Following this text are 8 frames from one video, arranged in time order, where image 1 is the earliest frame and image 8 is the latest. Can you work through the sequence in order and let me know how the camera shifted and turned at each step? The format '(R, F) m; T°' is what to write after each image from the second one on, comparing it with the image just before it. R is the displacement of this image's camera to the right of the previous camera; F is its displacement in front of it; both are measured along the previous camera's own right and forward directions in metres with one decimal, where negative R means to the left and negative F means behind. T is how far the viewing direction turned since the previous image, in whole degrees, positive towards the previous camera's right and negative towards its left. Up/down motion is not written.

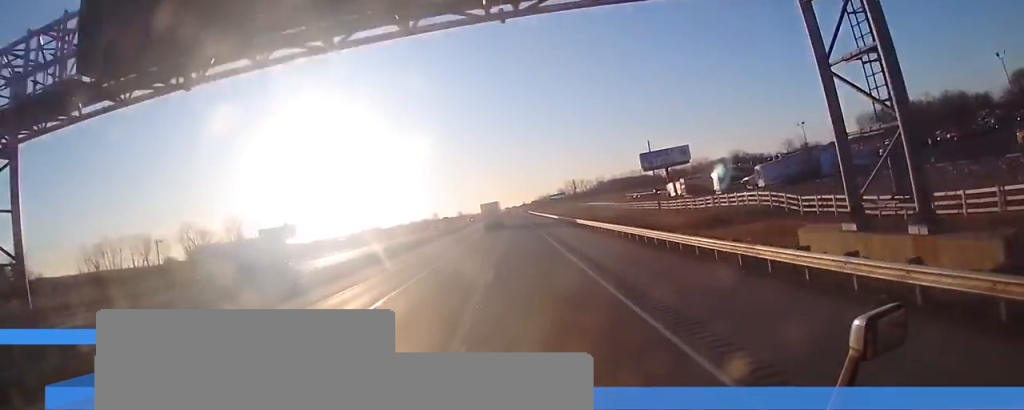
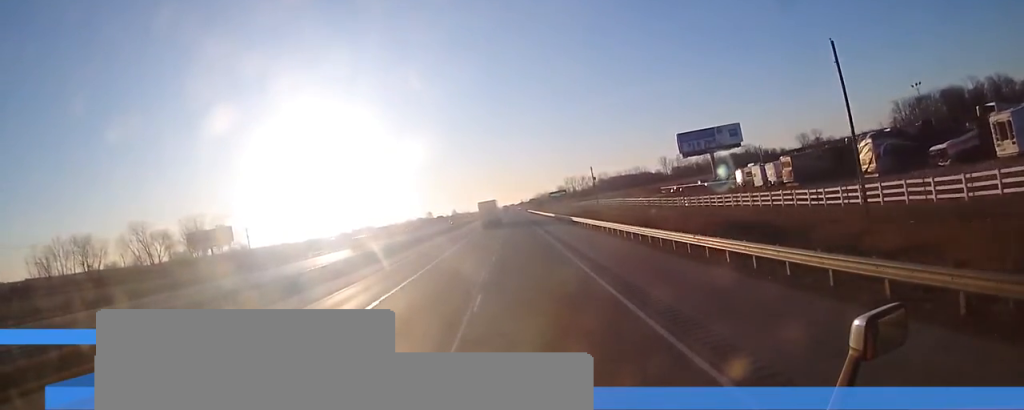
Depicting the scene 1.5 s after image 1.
(0.0, +40.7) m; 0°
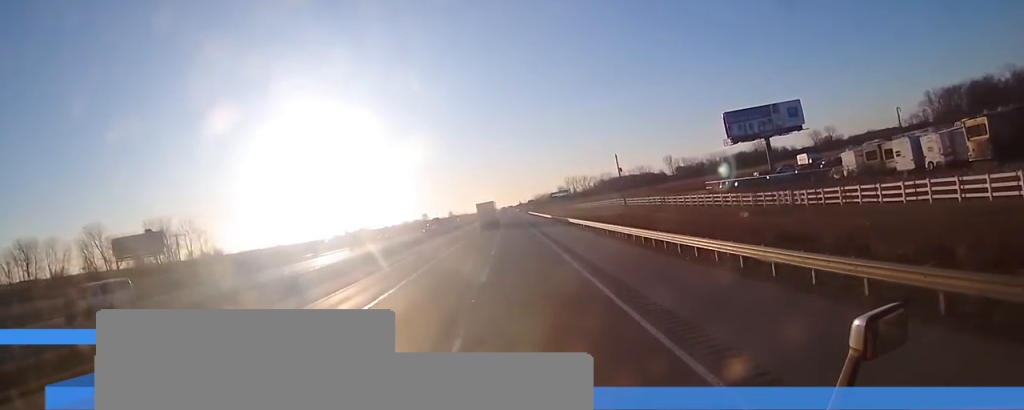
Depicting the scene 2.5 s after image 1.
(+0.1, +29.9) m; 0°
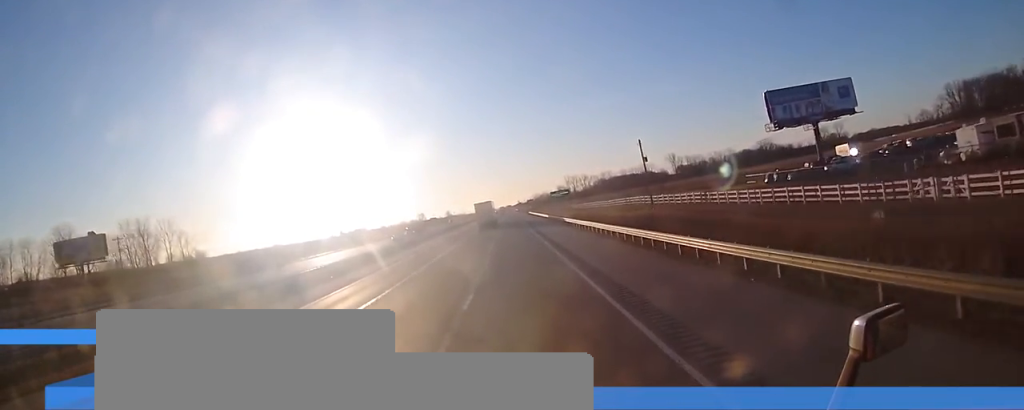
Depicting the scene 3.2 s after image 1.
(-0.1, +18.2) m; 0°
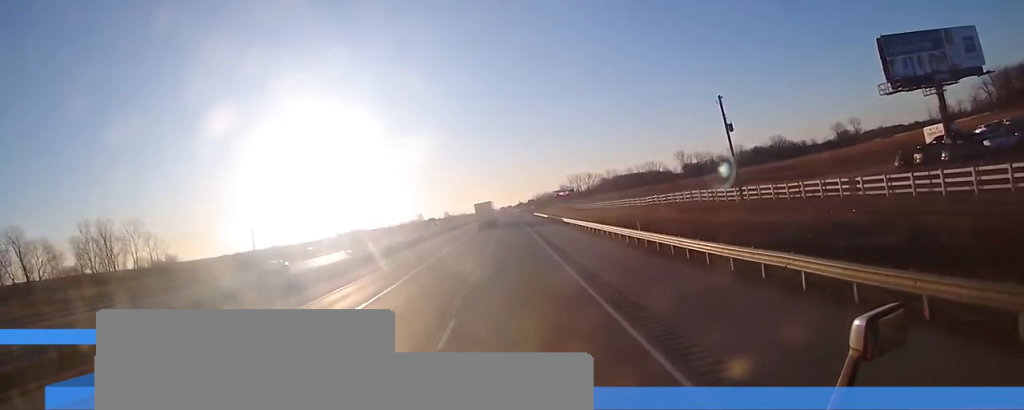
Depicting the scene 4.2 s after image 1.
(+0.1, +27.6) m; 0°
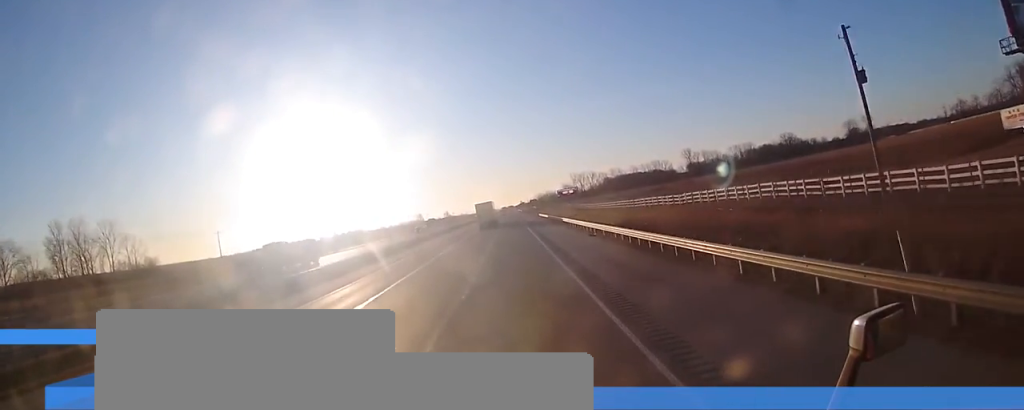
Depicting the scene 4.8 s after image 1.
(+0.4, +17.8) m; 0°
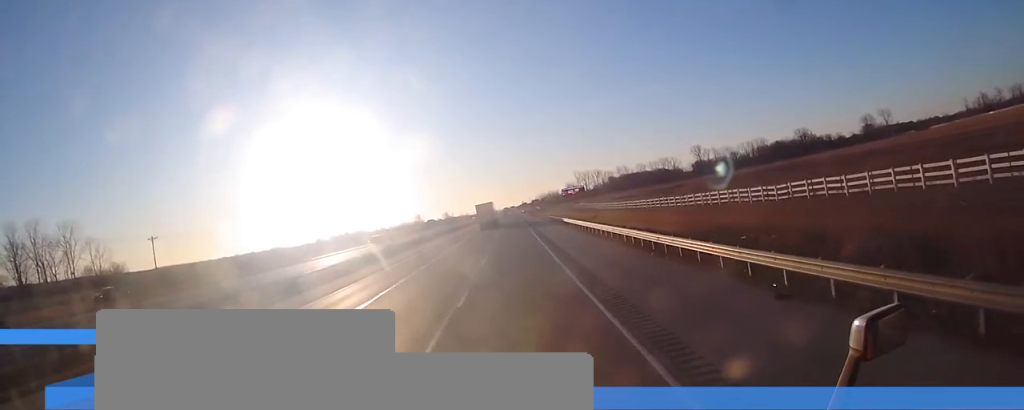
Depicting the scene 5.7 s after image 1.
(-0.6, +25.4) m; -1°
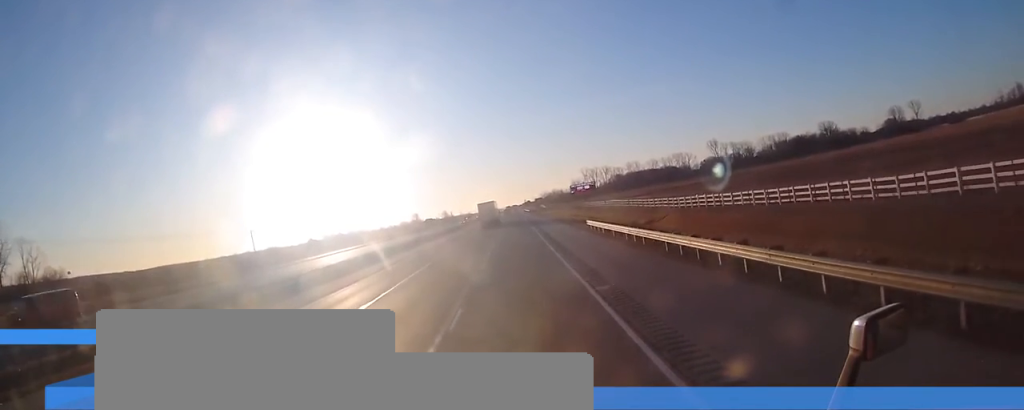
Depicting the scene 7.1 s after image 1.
(+0.2, +39.6) m; 0°
